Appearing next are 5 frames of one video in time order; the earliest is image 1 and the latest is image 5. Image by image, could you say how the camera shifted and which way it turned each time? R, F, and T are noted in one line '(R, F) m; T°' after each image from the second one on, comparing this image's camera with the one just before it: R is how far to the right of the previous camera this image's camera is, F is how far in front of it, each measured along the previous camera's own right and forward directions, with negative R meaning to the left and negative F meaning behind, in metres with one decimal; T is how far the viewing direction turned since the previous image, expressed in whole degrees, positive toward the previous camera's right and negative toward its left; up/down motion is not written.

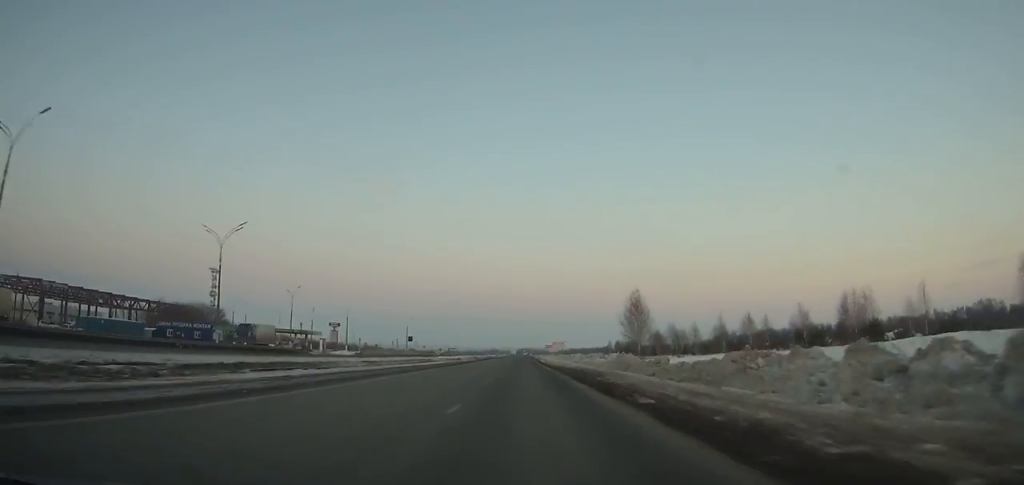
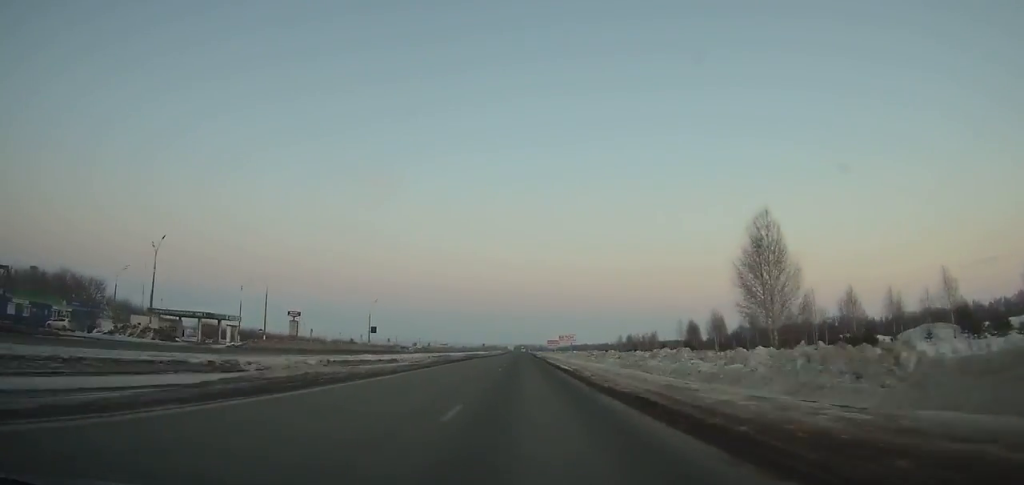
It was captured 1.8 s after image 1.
(0.0, +49.2) m; 0°
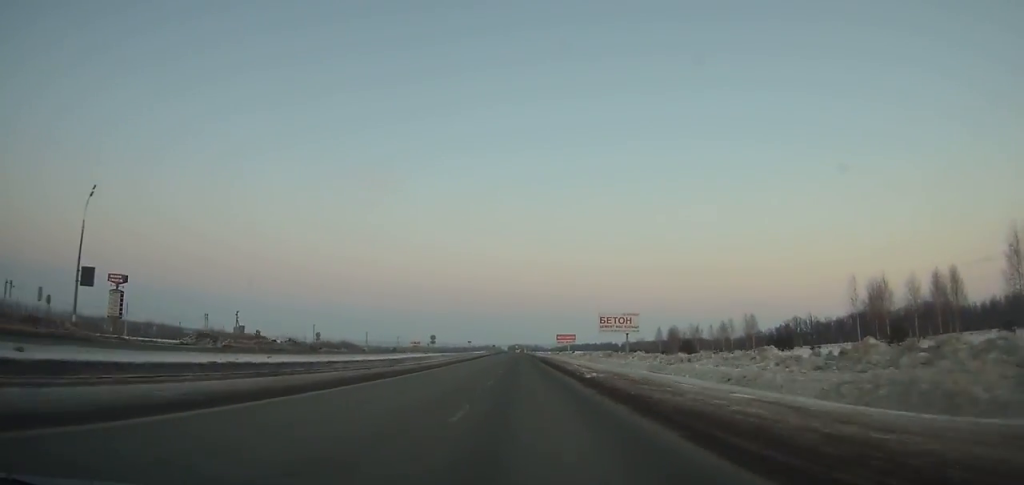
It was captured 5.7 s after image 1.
(+0.7, +106.7) m; +1°
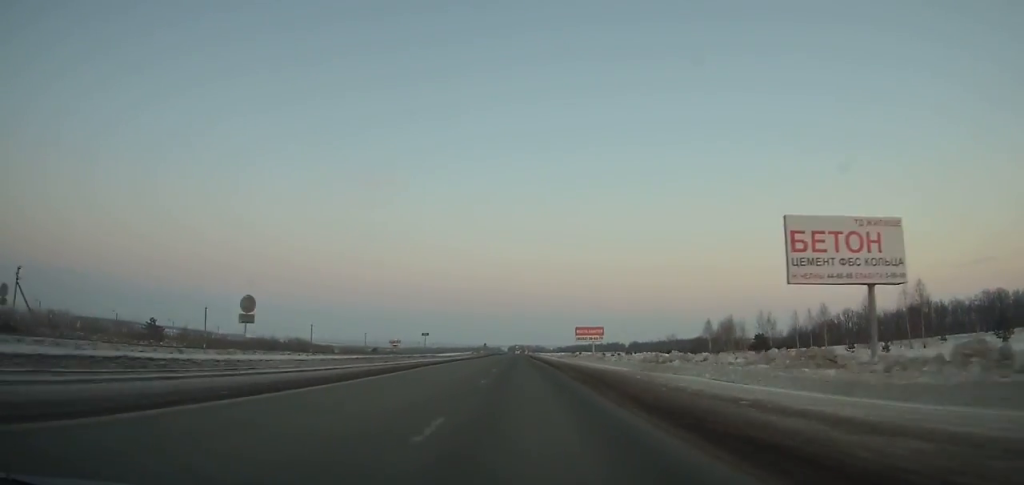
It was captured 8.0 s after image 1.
(-0.1, +63.1) m; 0°
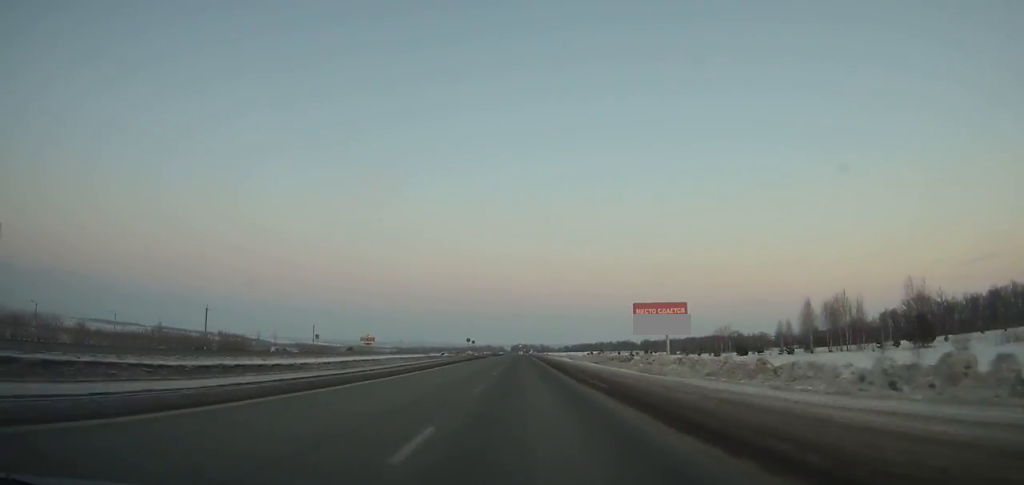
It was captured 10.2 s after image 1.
(-0.1, +60.1) m; 0°
